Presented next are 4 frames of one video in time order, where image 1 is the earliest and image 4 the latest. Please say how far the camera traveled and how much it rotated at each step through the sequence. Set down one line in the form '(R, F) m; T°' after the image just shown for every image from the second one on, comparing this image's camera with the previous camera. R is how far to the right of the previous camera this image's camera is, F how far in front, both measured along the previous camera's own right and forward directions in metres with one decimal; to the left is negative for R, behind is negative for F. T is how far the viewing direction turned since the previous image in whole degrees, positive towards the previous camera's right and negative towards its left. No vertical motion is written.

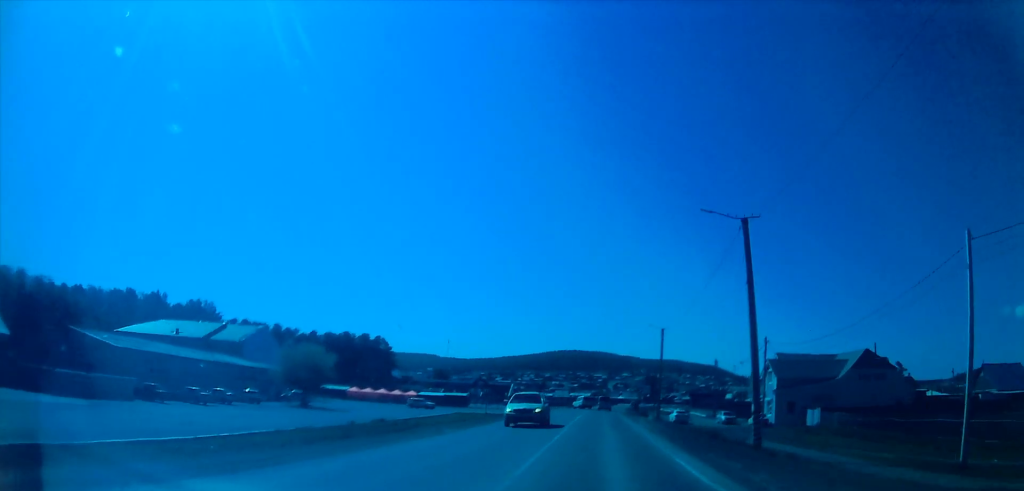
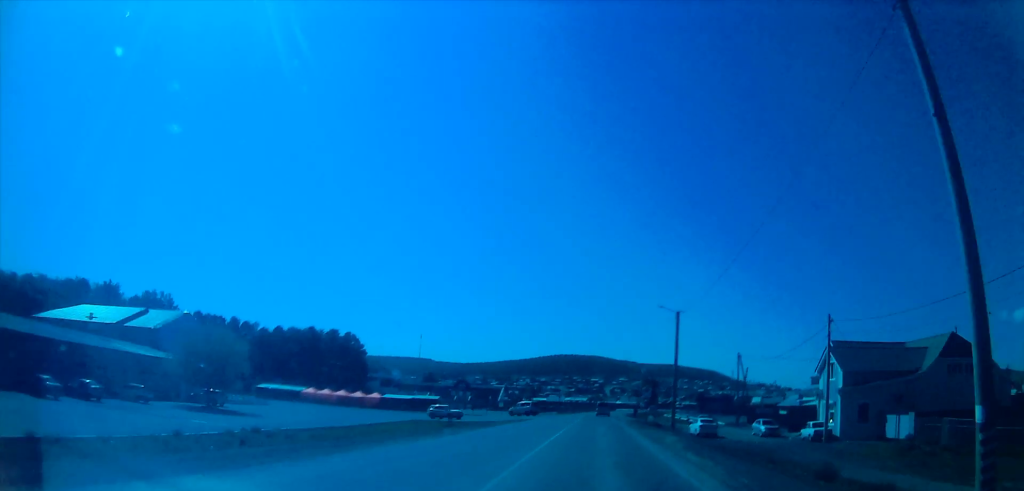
(+0.7, +18.9) m; +2°
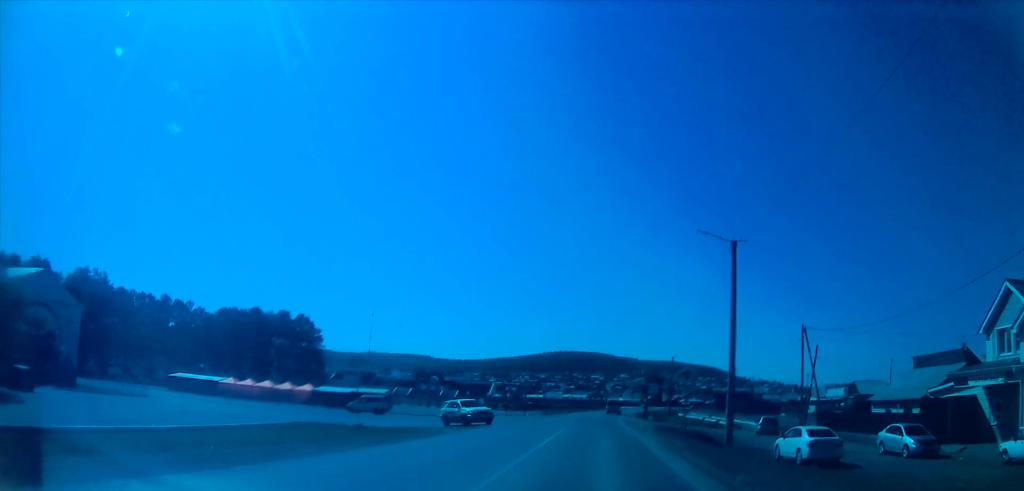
(-1.0, +26.3) m; -1°
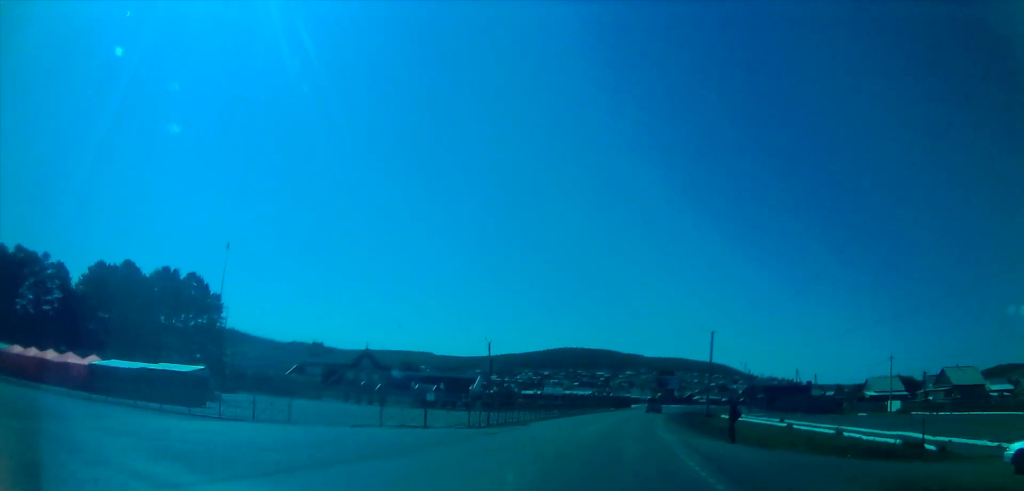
(+0.2, +41.2) m; +1°
